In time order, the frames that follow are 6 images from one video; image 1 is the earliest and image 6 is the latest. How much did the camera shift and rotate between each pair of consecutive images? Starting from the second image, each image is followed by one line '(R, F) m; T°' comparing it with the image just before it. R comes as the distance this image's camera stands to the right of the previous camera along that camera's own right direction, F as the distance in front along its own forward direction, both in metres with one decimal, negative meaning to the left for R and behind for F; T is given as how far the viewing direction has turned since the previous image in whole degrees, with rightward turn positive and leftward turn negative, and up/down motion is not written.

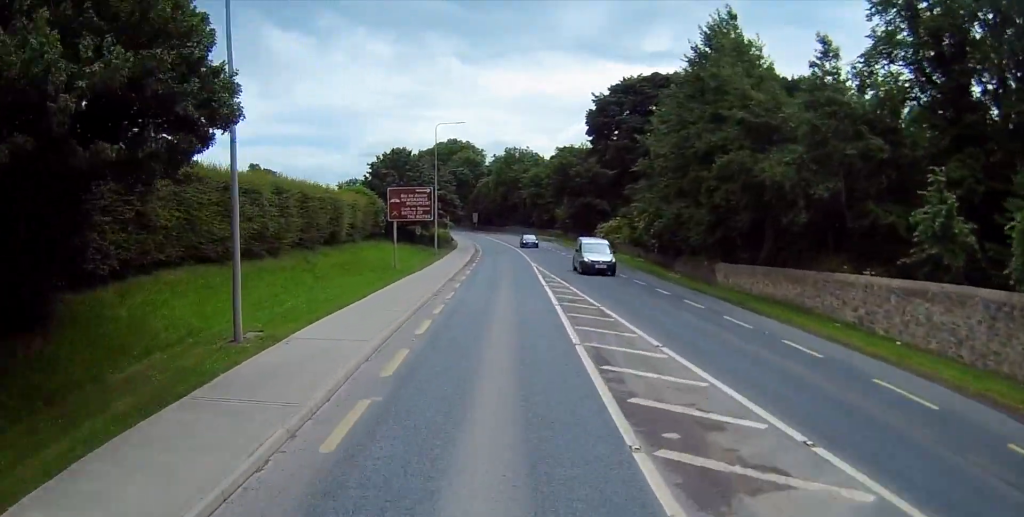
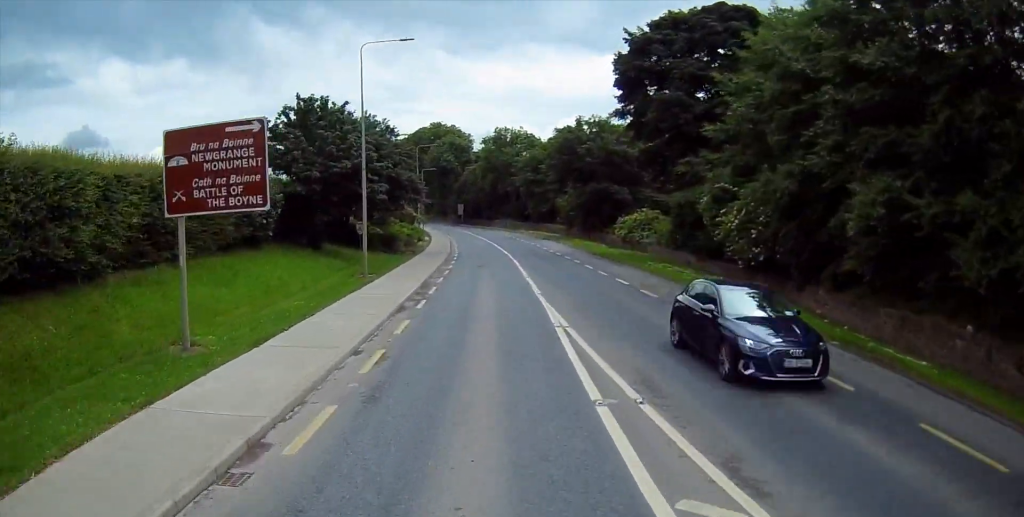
(+0.2, +23.3) m; -1°
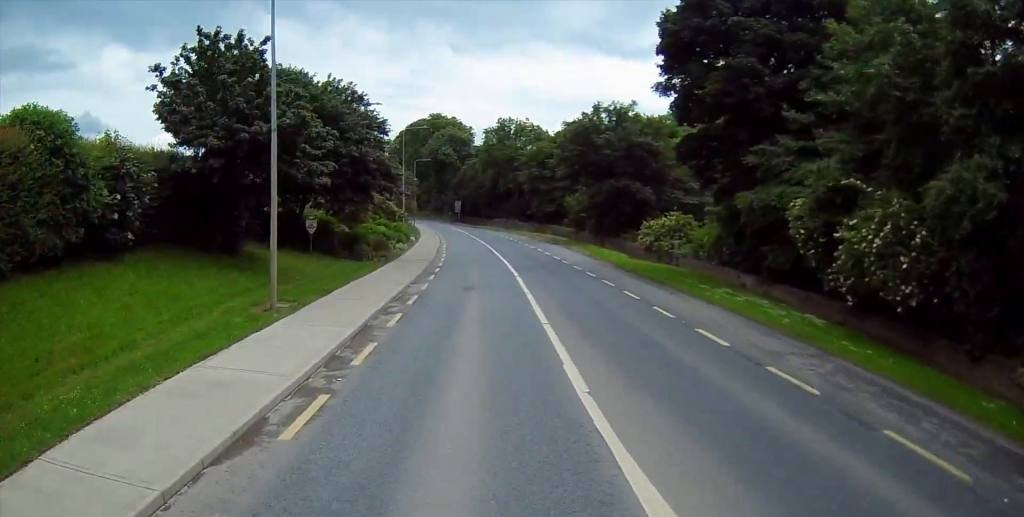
(-0.2, +11.9) m; -1°
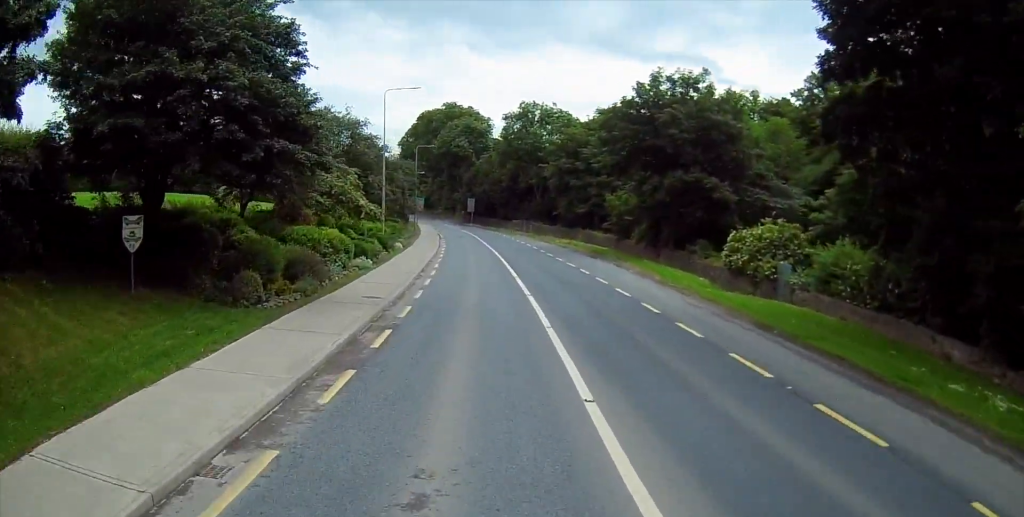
(0.0, +18.6) m; 0°
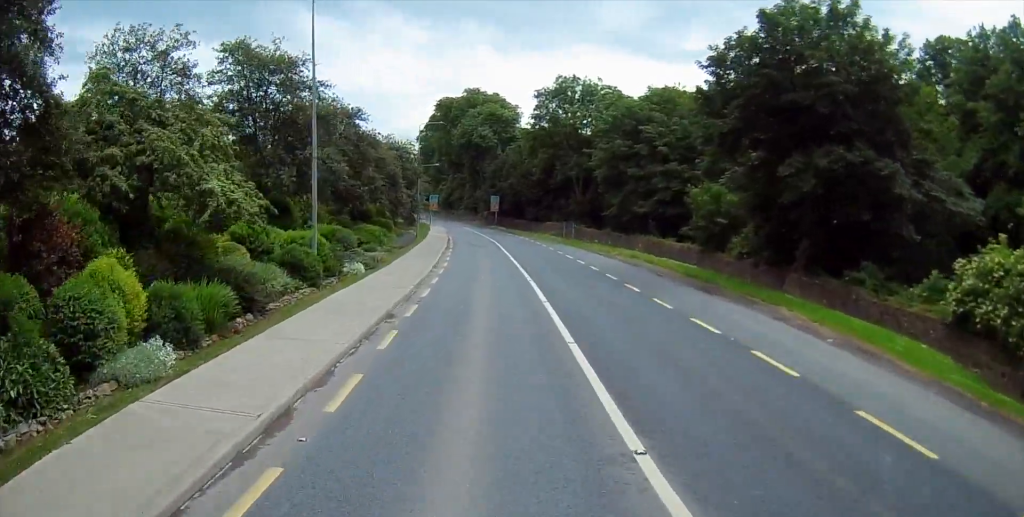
(-0.2, +20.7) m; -2°
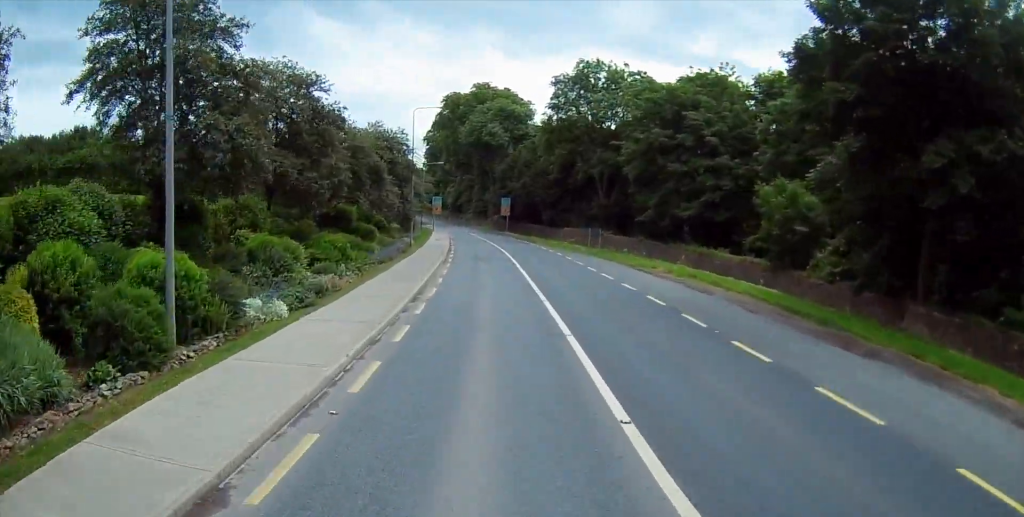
(-0.2, +10.8) m; -1°
